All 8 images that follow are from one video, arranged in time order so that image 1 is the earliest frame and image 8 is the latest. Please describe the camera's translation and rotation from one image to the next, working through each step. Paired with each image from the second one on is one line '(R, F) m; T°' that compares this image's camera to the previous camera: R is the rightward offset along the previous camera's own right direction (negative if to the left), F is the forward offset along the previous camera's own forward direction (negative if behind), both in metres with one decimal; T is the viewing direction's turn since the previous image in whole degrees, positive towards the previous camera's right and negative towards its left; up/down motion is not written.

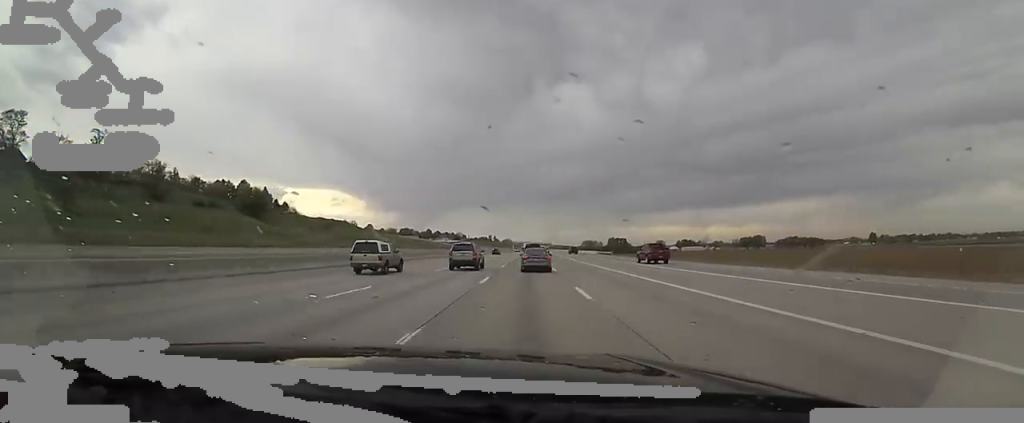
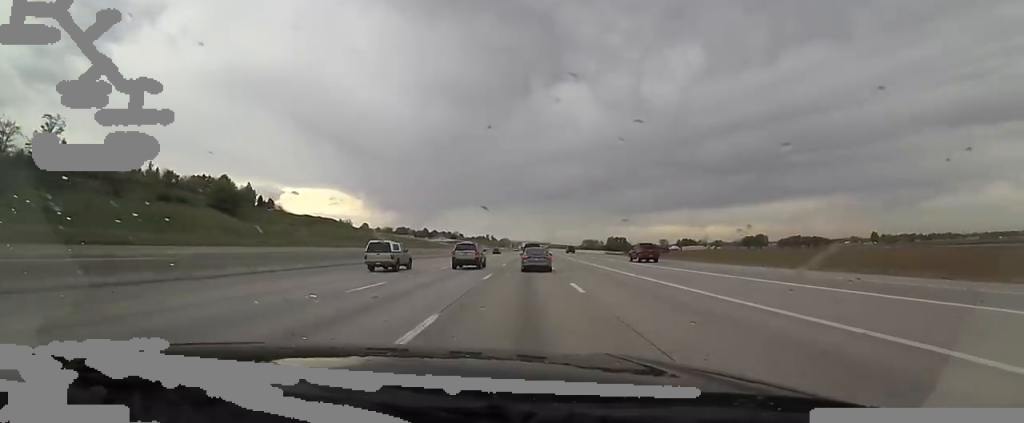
(0.0, +13.7) m; +1°
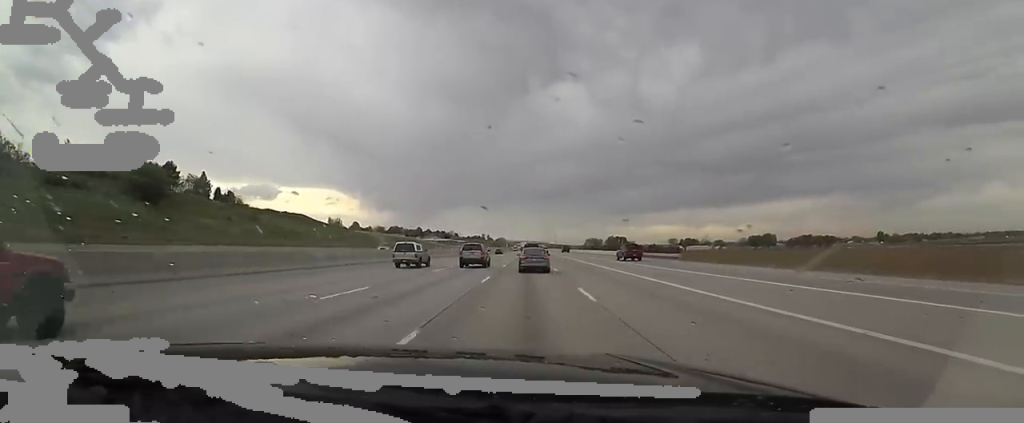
(+0.8, +33.0) m; +3°
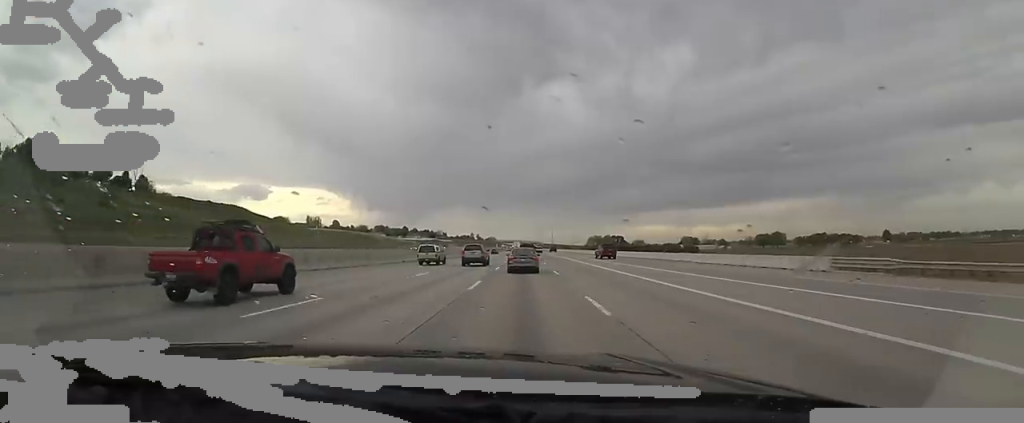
(-0.6, +48.6) m; 0°
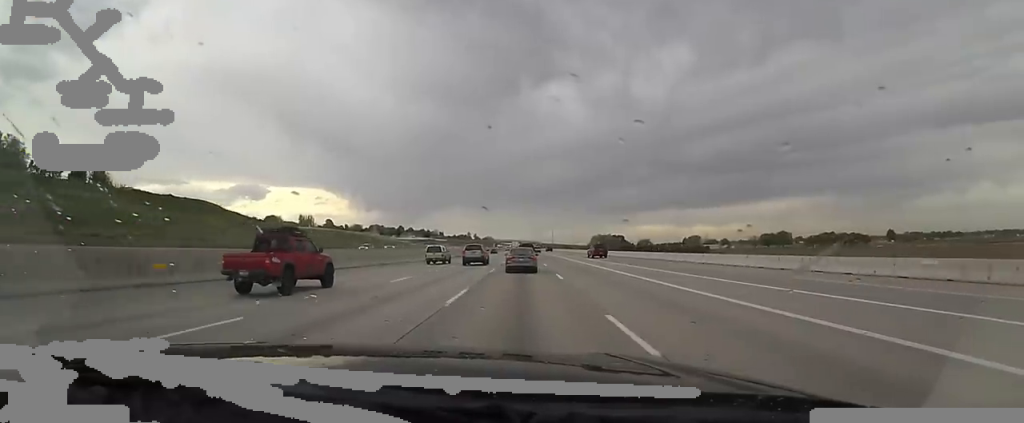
(+1.3, +18.7) m; +1°
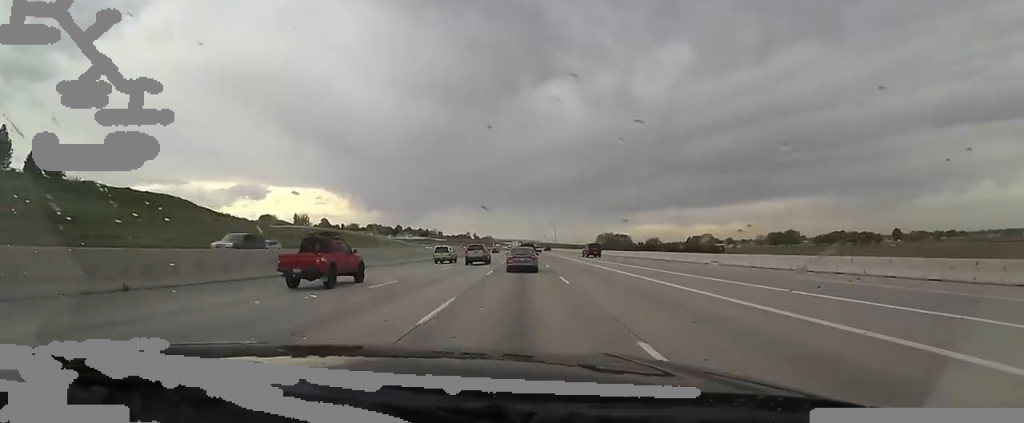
(0.0, +17.7) m; 0°
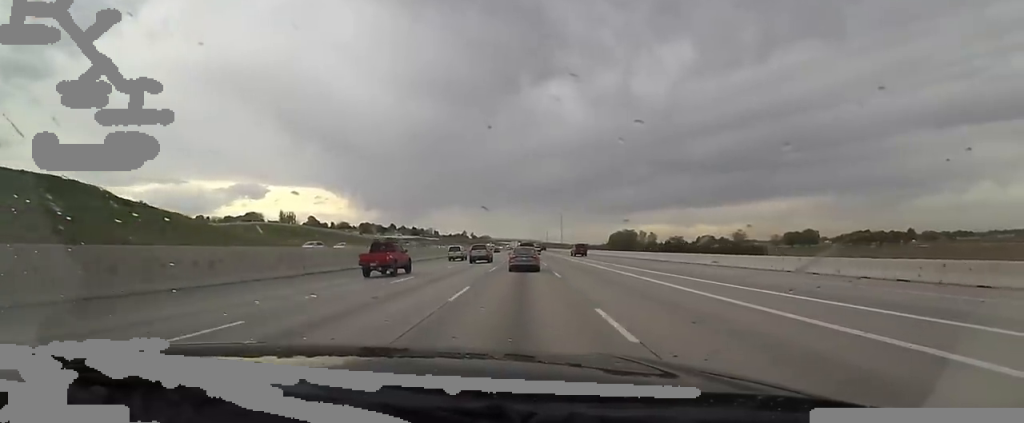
(-0.1, +41.6) m; 0°
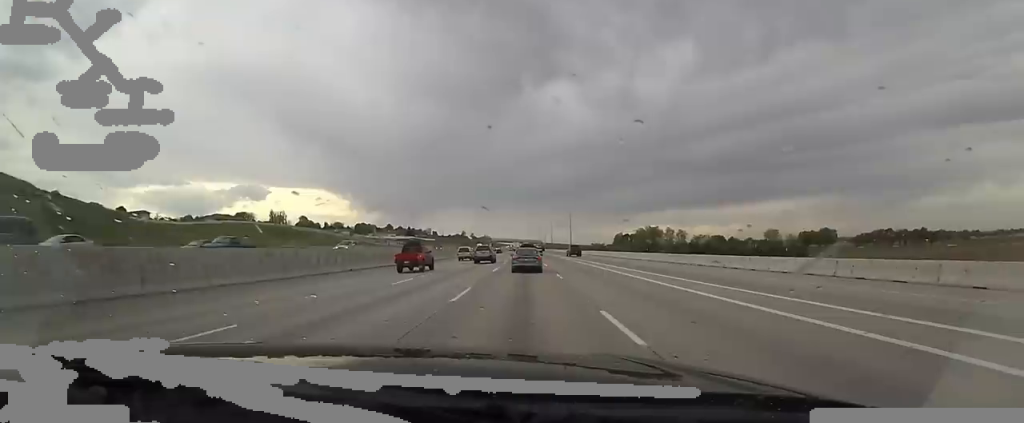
(-0.9, +30.9) m; -1°
